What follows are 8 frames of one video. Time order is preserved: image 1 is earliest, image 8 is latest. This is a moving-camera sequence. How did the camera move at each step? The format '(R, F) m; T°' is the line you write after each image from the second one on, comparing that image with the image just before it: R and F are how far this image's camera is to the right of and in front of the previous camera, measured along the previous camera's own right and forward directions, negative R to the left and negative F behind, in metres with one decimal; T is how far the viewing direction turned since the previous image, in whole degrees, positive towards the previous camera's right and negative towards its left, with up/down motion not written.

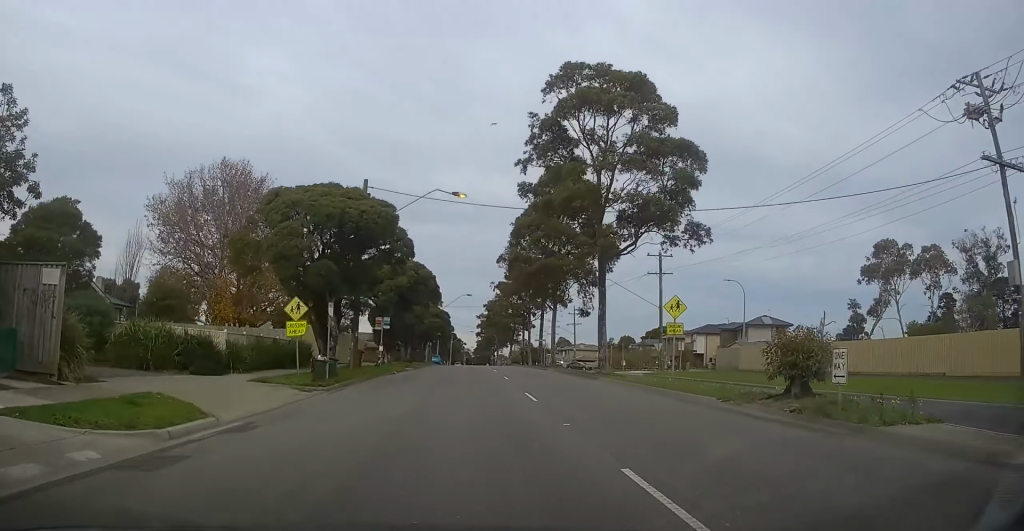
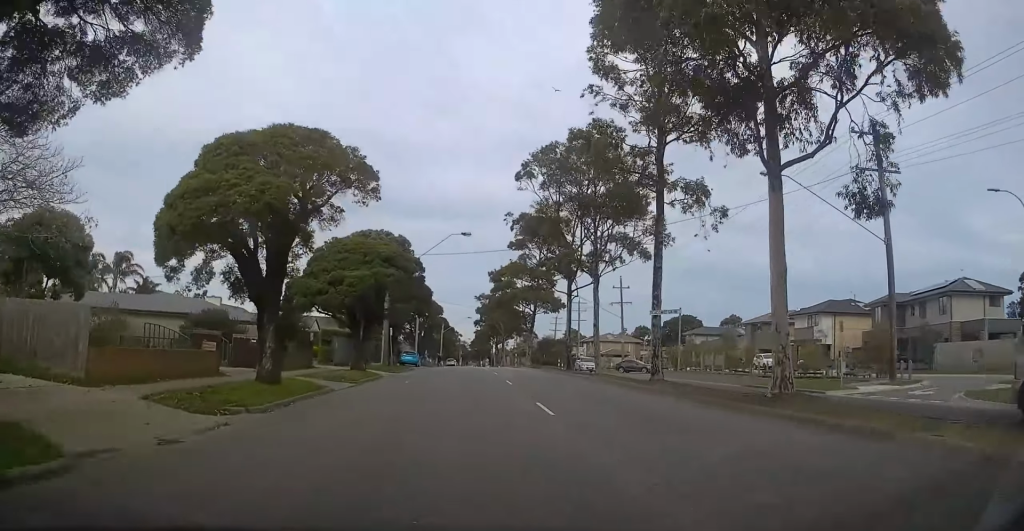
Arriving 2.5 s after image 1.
(-0.5, +39.6) m; -2°
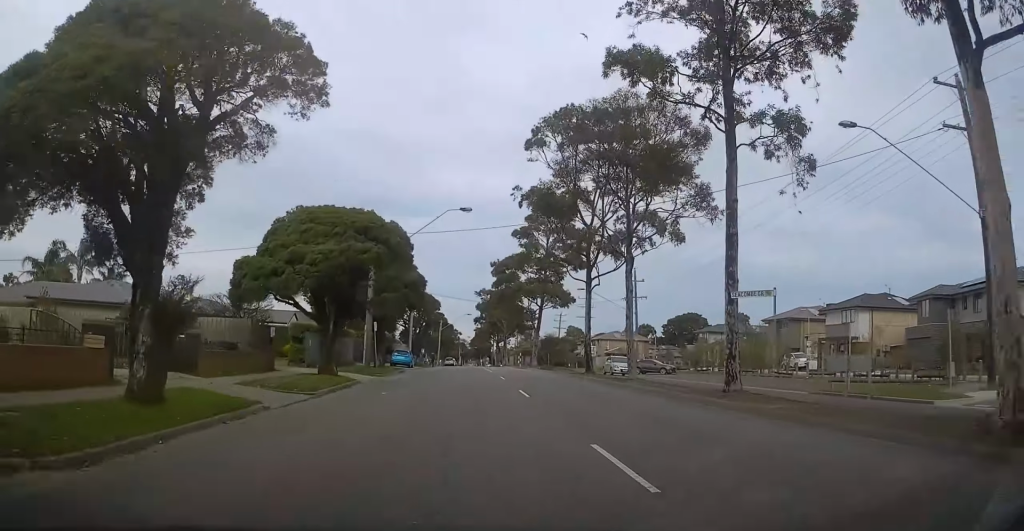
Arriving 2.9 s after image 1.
(0.0, +6.5) m; +1°
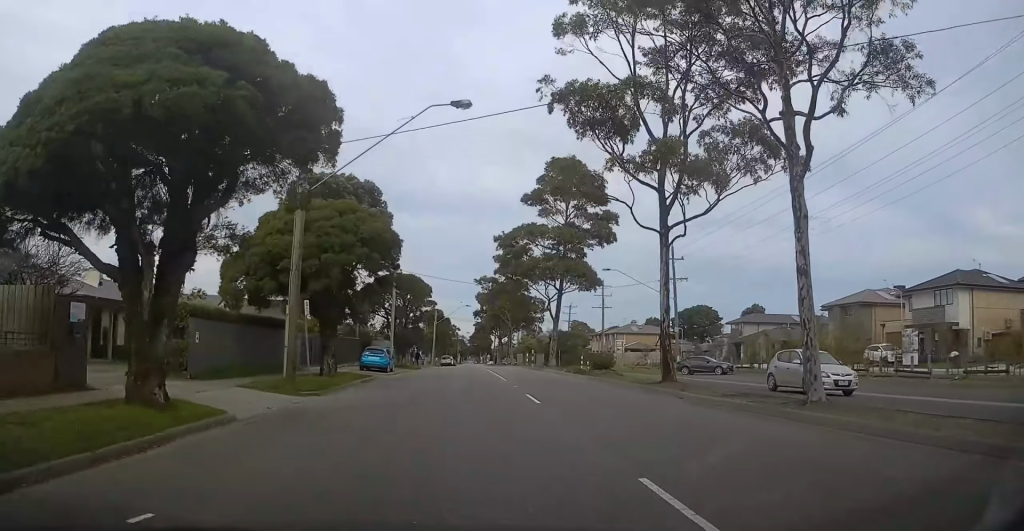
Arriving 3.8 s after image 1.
(0.0, +14.6) m; +2°
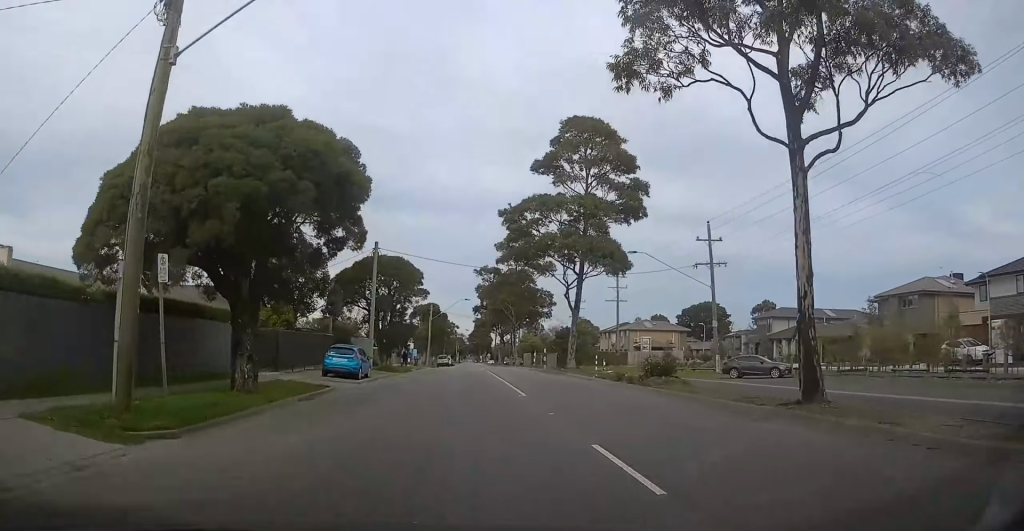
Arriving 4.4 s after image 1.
(+0.5, +9.7) m; 0°
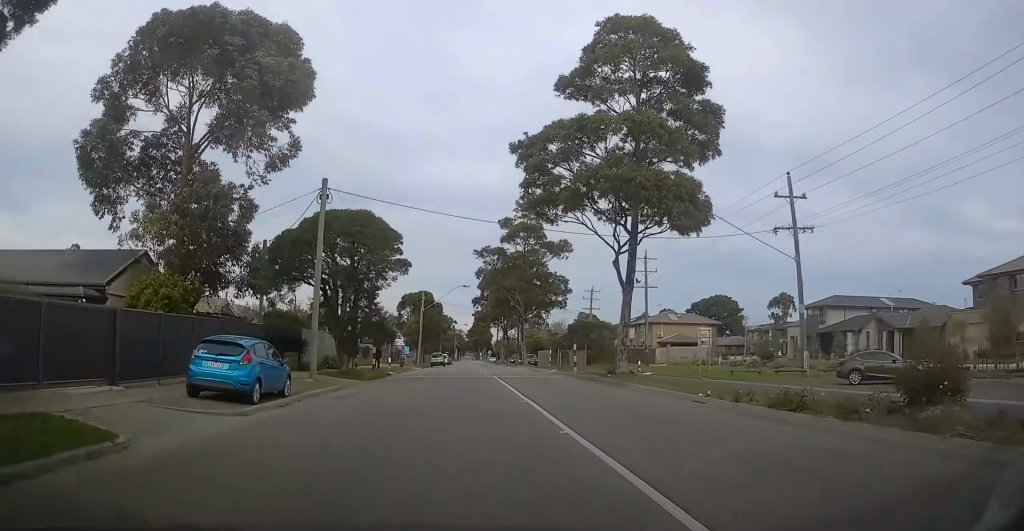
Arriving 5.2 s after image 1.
(-0.4, +14.2) m; -1°
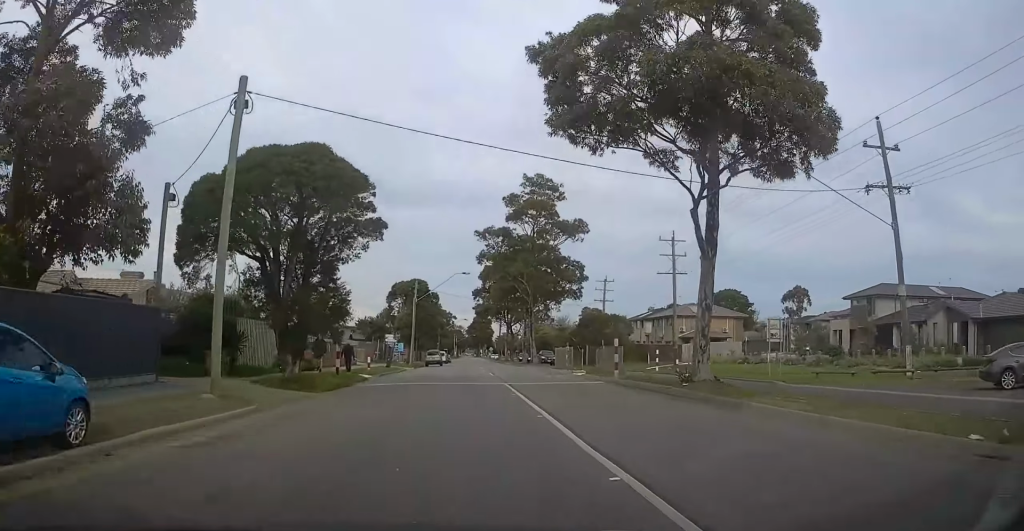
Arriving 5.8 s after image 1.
(-0.1, +9.6) m; -1°
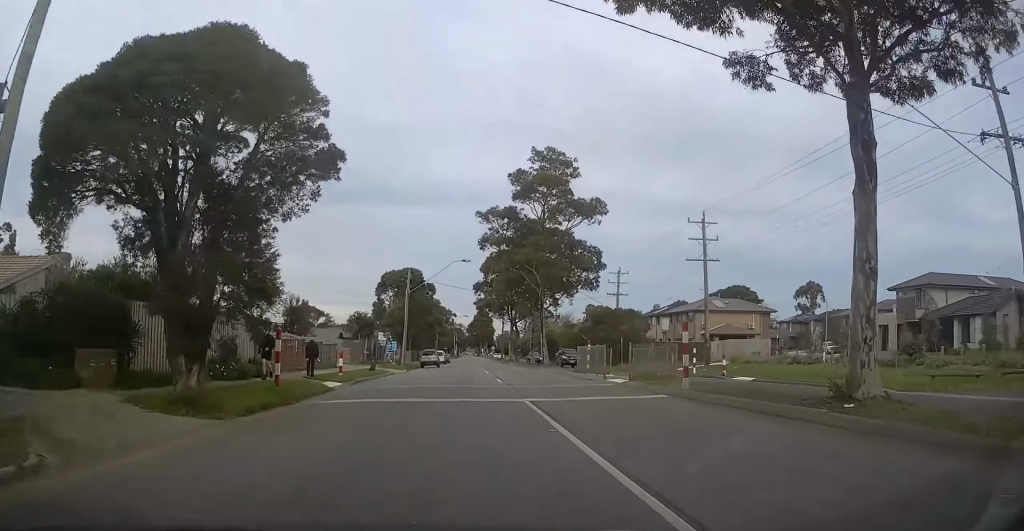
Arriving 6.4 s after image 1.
(+0.1, +8.4) m; 0°
